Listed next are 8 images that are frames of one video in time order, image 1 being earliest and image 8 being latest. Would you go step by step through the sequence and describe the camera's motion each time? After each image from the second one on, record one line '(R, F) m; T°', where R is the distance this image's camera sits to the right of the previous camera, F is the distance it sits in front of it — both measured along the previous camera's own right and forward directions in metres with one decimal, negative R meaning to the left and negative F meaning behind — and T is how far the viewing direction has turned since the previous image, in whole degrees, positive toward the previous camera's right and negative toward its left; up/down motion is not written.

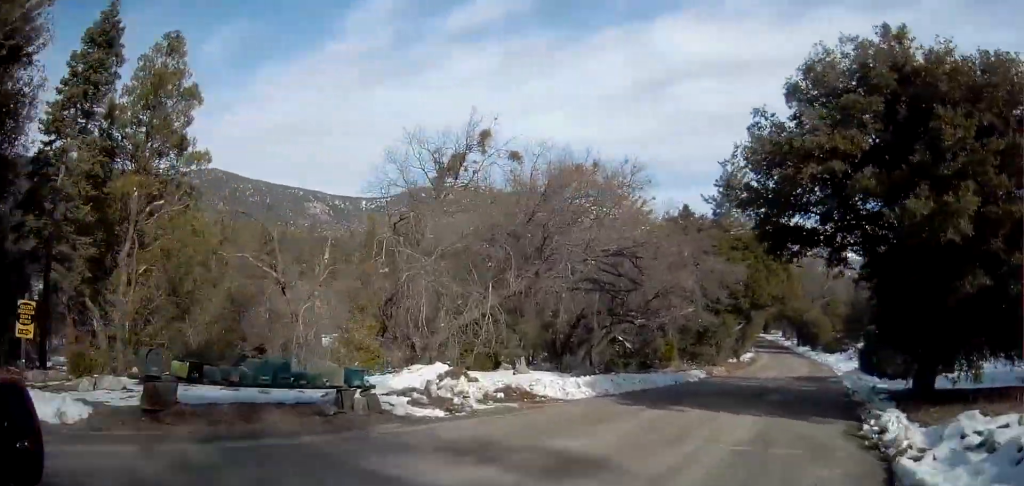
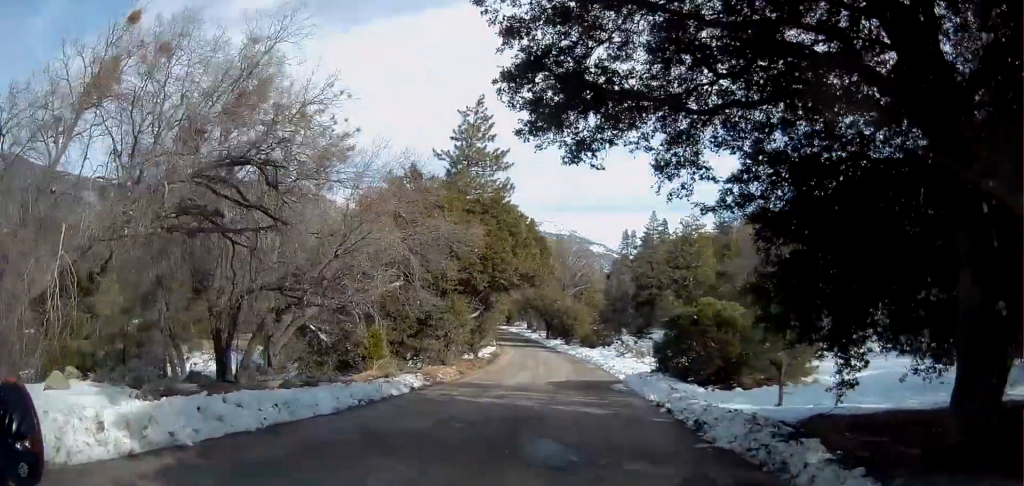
(+2.2, +11.4) m; +24°
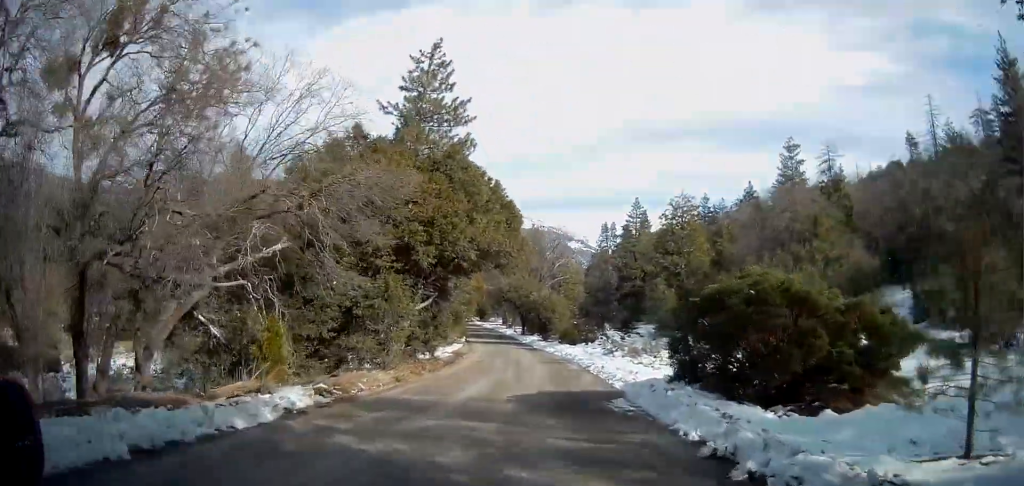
(+0.8, +9.1) m; +4°
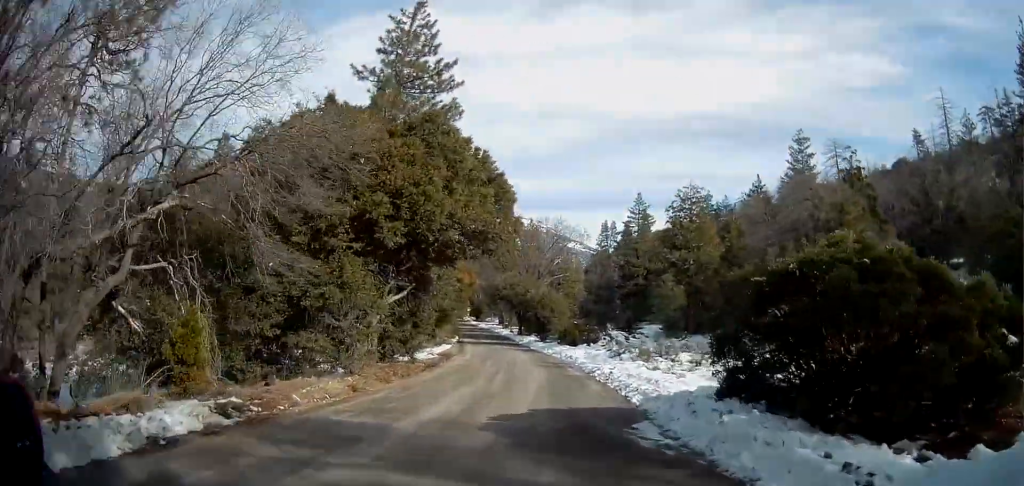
(-0.1, +5.4) m; -1°
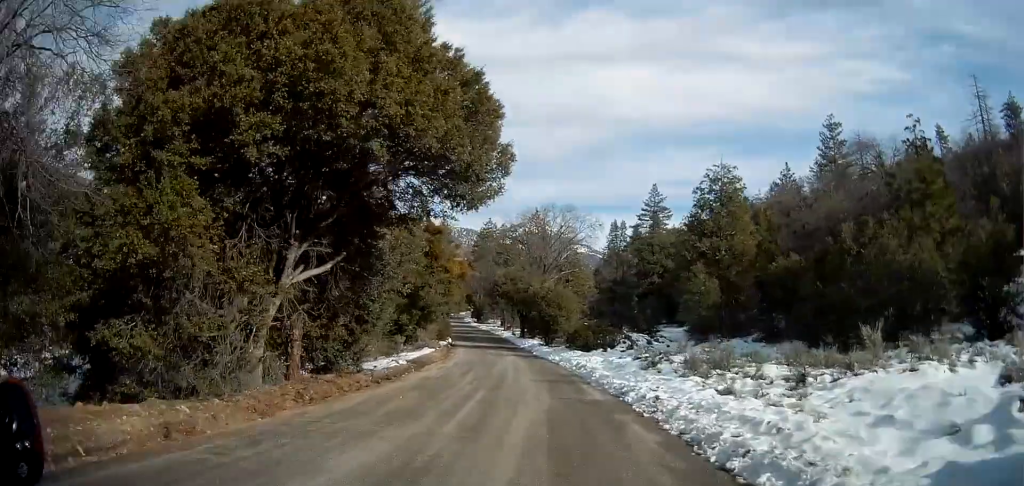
(0.0, +10.2) m; -3°
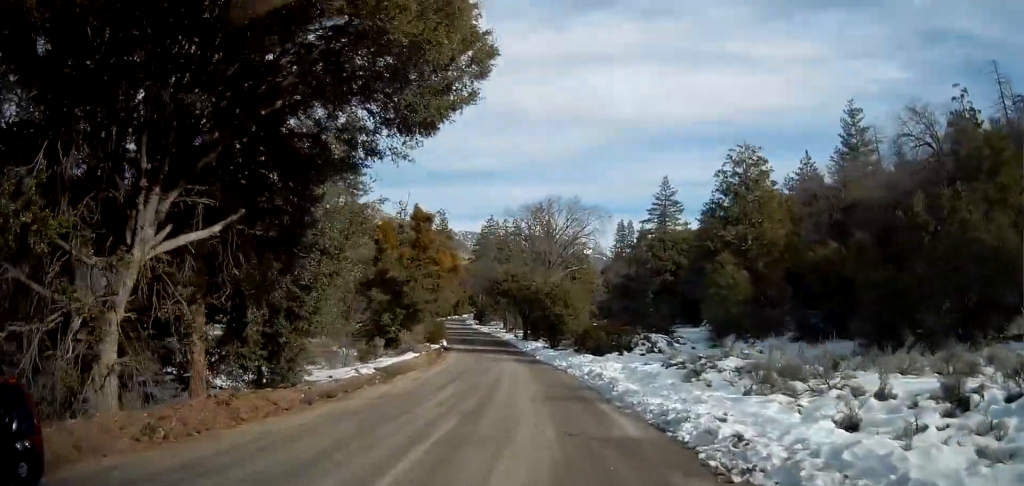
(-0.3, +6.6) m; -1°
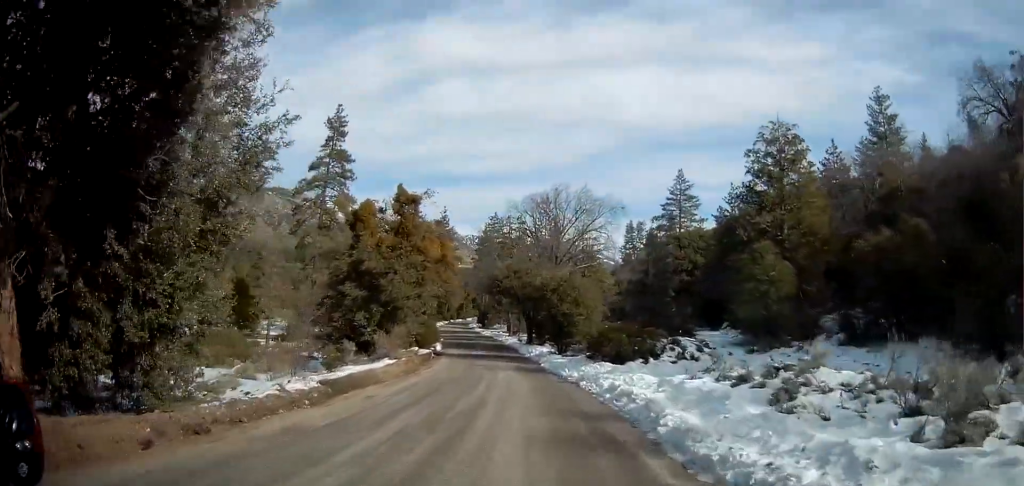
(-0.1, +7.0) m; -1°
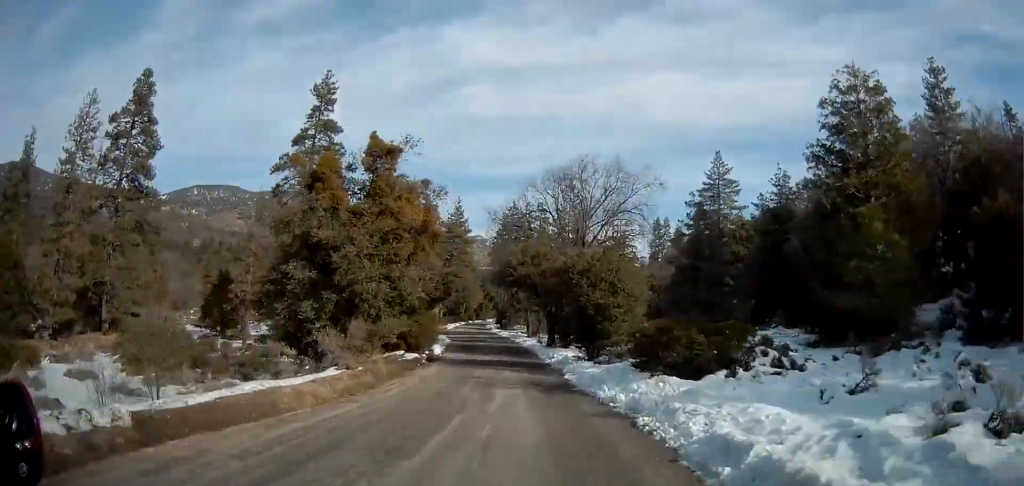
(-0.1, +10.8) m; -2°
